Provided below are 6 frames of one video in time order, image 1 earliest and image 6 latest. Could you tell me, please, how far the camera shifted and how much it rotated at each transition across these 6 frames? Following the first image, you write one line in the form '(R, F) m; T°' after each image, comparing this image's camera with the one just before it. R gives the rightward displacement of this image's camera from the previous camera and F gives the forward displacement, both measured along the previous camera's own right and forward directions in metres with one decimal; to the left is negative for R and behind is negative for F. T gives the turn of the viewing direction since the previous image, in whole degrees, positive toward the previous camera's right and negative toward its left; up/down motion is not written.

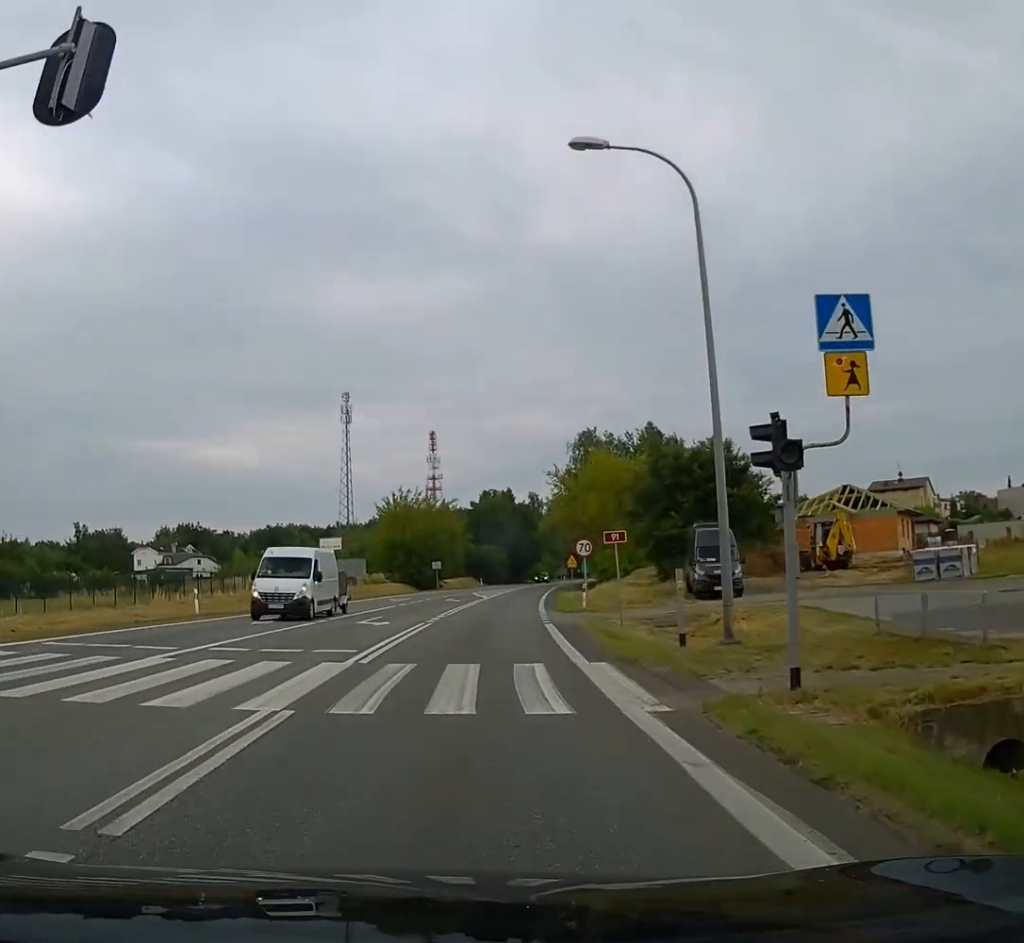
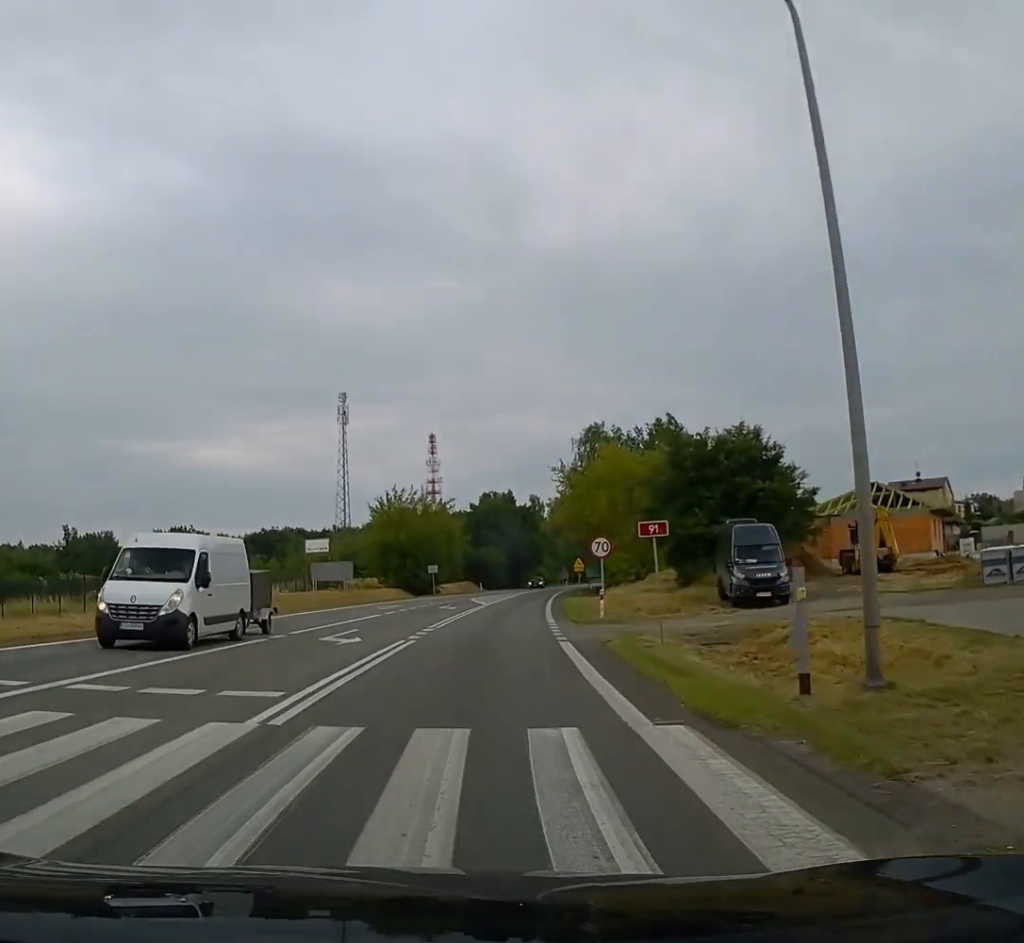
(0.0, +6.5) m; 0°
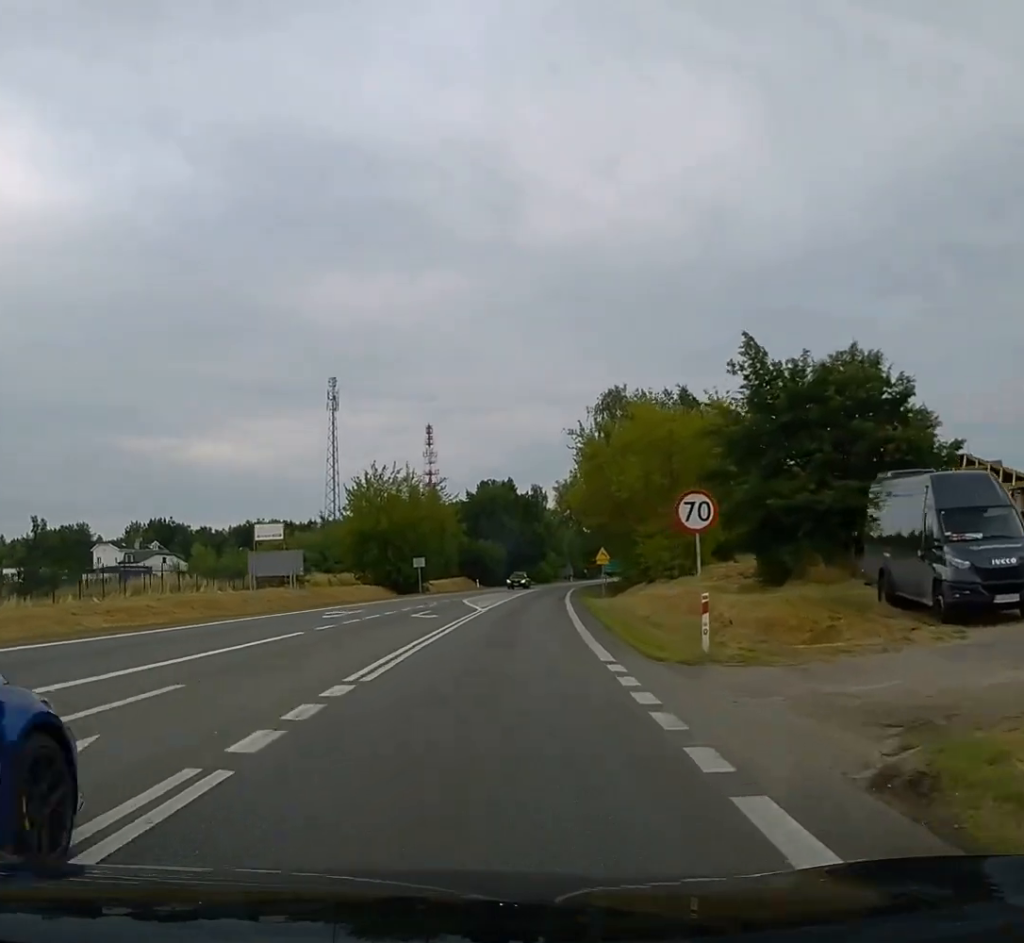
(+0.1, +17.0) m; 0°
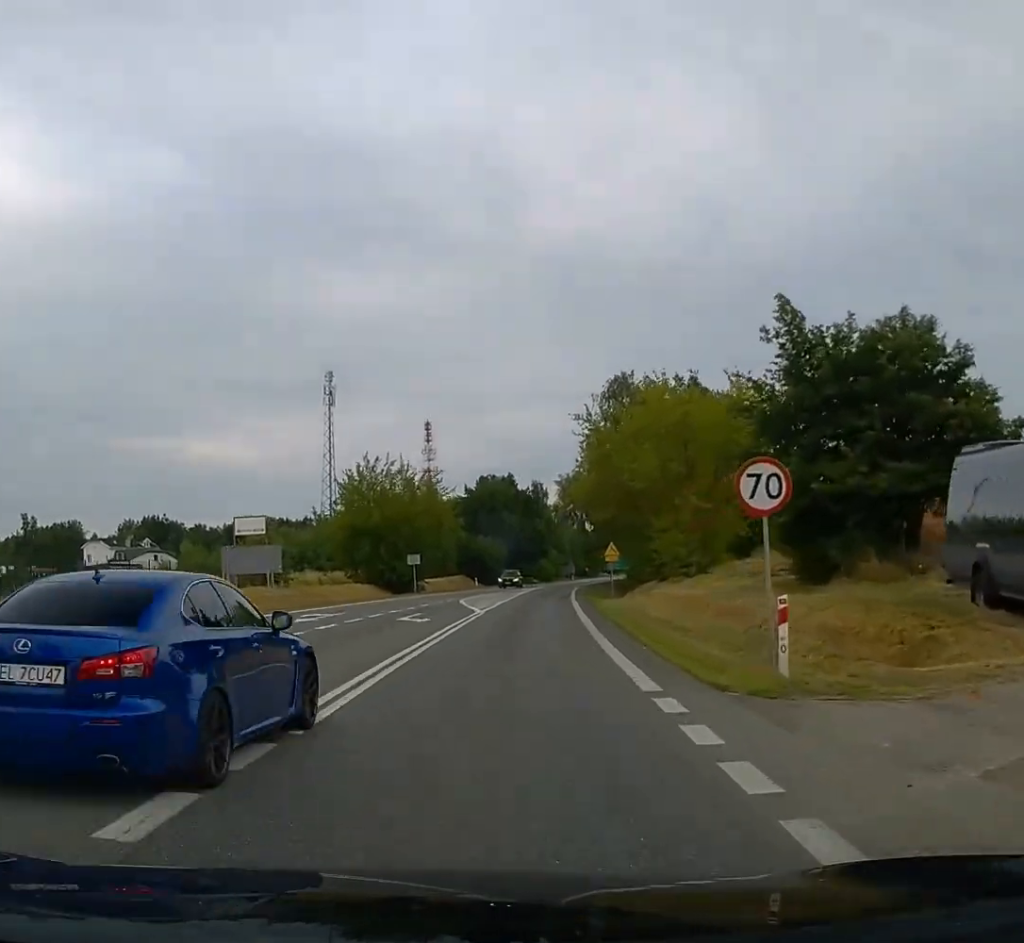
(+0.1, +4.7) m; 0°
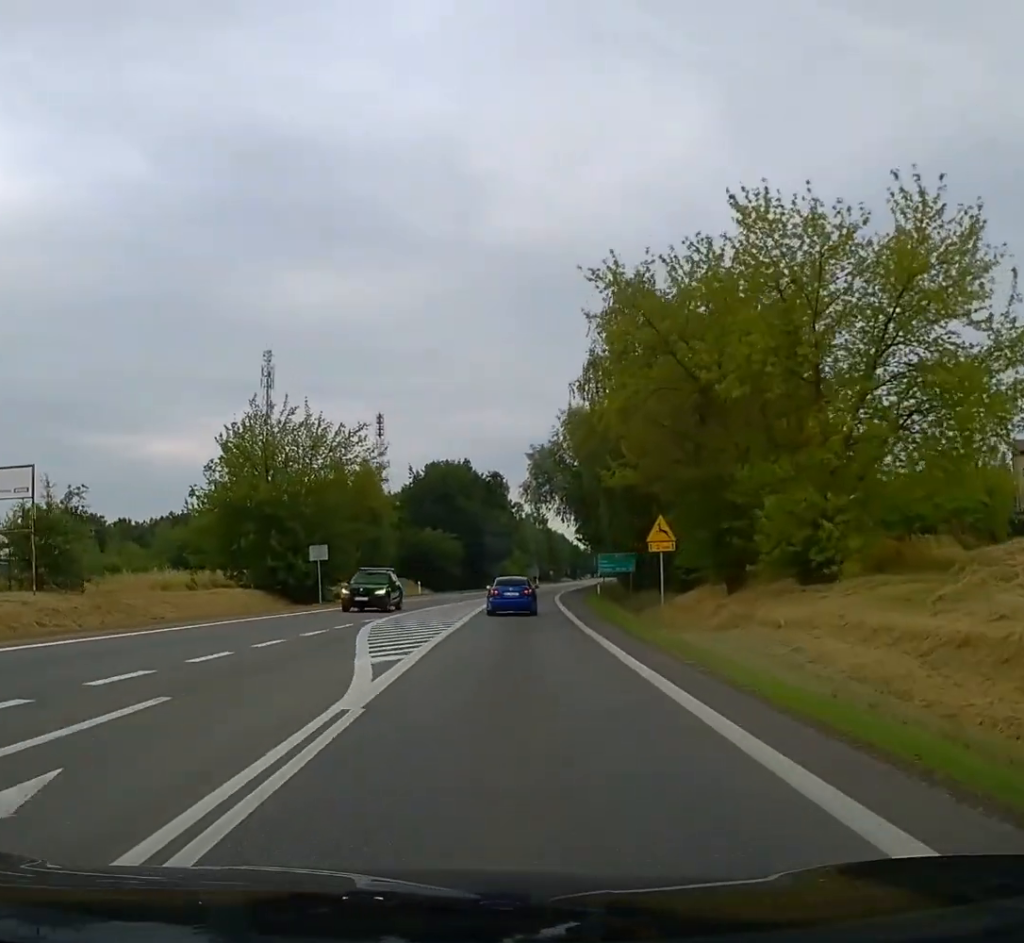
(+0.5, +26.6) m; +3°
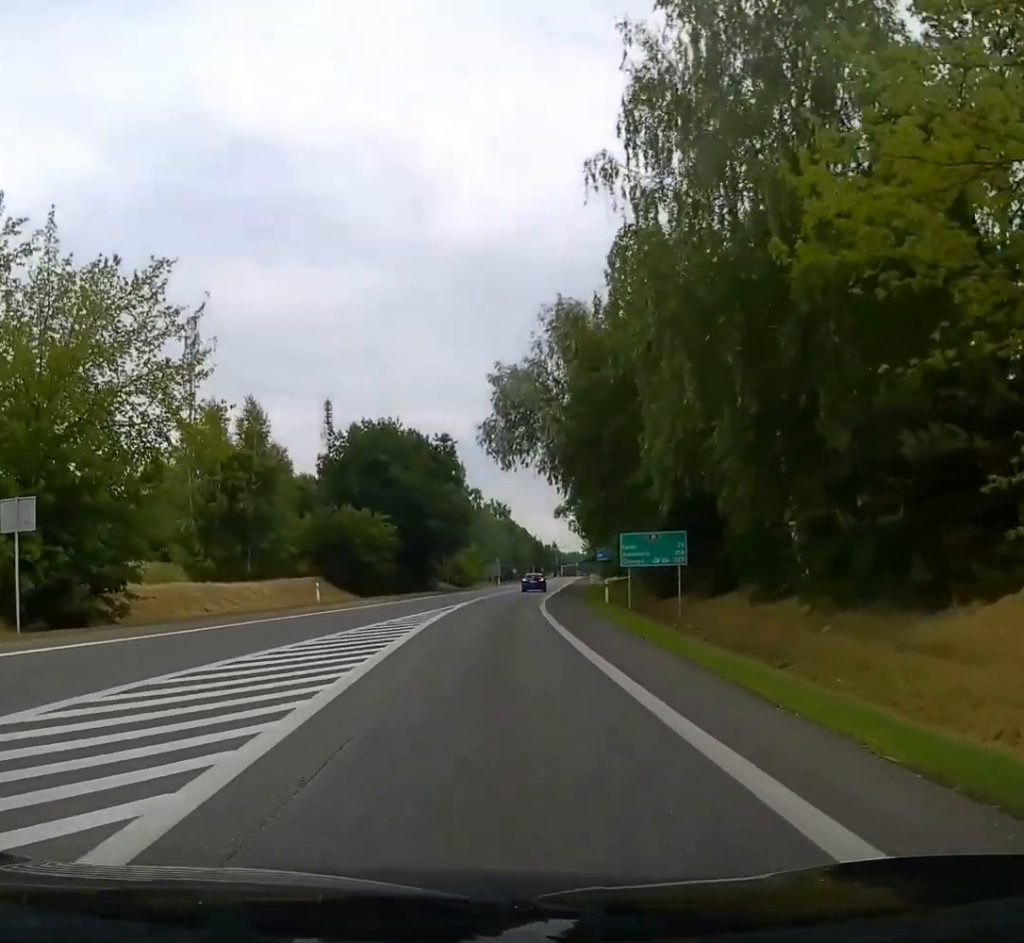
(+0.2, +30.1) m; +3°
